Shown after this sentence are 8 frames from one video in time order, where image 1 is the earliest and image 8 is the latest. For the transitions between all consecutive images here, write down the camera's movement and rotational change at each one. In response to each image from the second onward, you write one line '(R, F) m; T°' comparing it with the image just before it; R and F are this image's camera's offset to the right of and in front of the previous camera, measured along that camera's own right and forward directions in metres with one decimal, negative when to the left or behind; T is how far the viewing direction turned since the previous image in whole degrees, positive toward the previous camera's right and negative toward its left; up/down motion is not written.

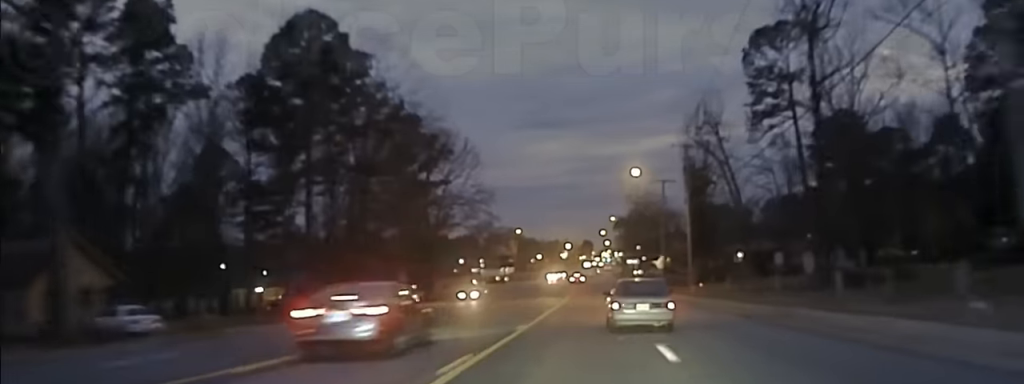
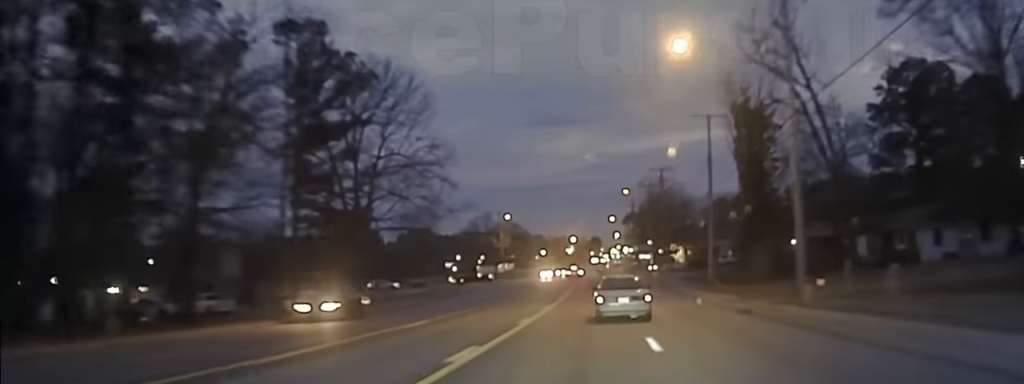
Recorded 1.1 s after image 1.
(-0.2, +34.9) m; 0°
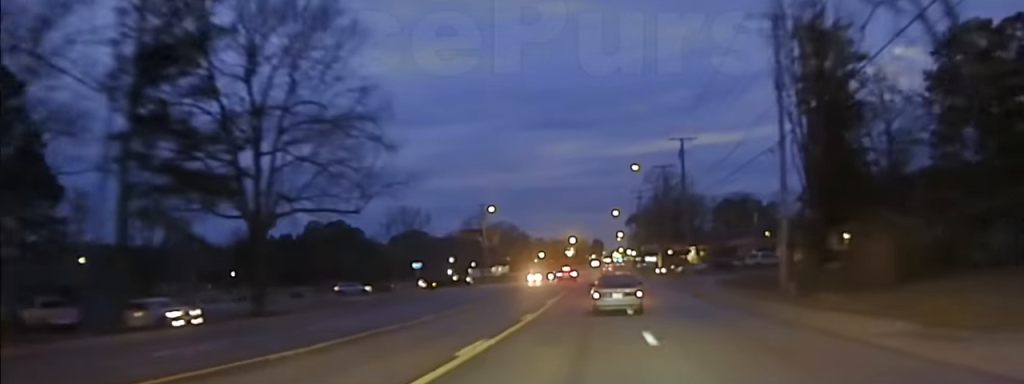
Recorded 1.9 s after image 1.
(+0.1, +24.3) m; 0°
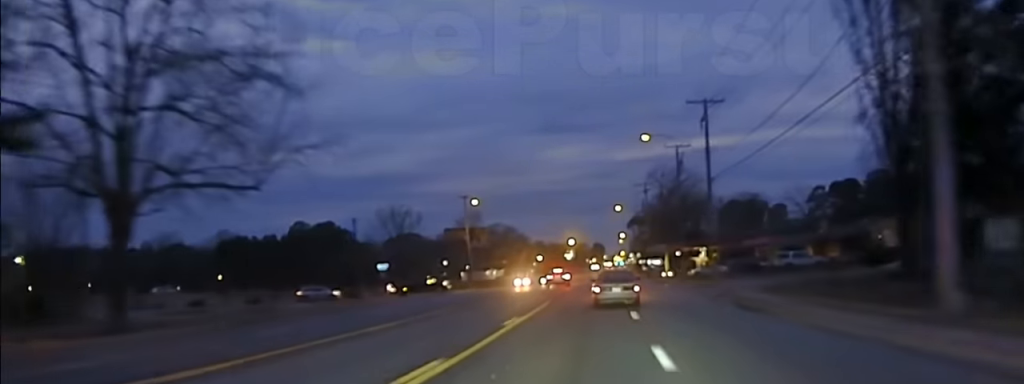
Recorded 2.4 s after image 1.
(0.0, +15.7) m; 0°
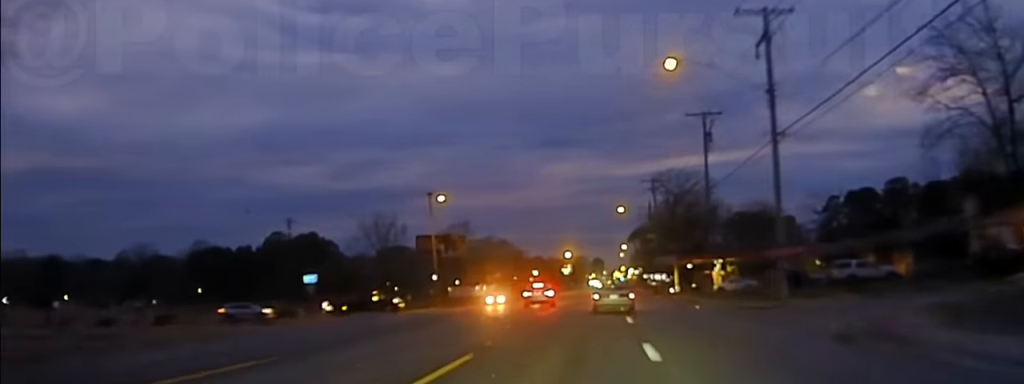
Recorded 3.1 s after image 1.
(0.0, +21.9) m; 0°
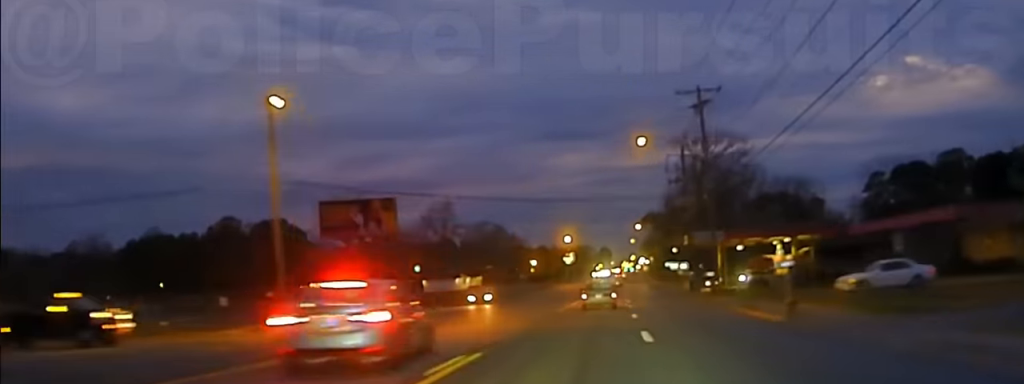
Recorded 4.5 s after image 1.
(0.0, +43.9) m; 0°
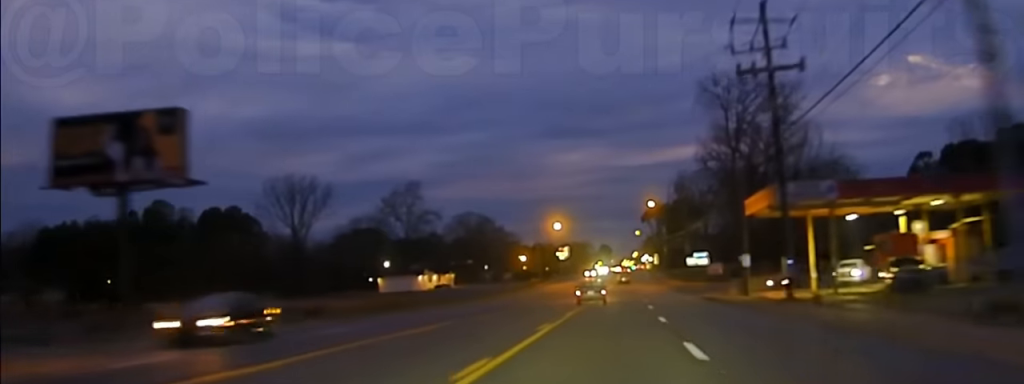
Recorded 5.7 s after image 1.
(-0.3, +40.5) m; -1°
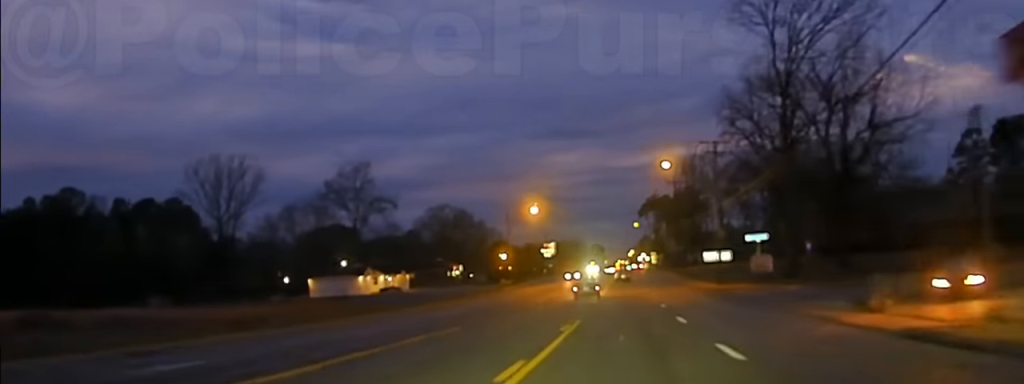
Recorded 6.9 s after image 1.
(0.0, +37.6) m; 0°
